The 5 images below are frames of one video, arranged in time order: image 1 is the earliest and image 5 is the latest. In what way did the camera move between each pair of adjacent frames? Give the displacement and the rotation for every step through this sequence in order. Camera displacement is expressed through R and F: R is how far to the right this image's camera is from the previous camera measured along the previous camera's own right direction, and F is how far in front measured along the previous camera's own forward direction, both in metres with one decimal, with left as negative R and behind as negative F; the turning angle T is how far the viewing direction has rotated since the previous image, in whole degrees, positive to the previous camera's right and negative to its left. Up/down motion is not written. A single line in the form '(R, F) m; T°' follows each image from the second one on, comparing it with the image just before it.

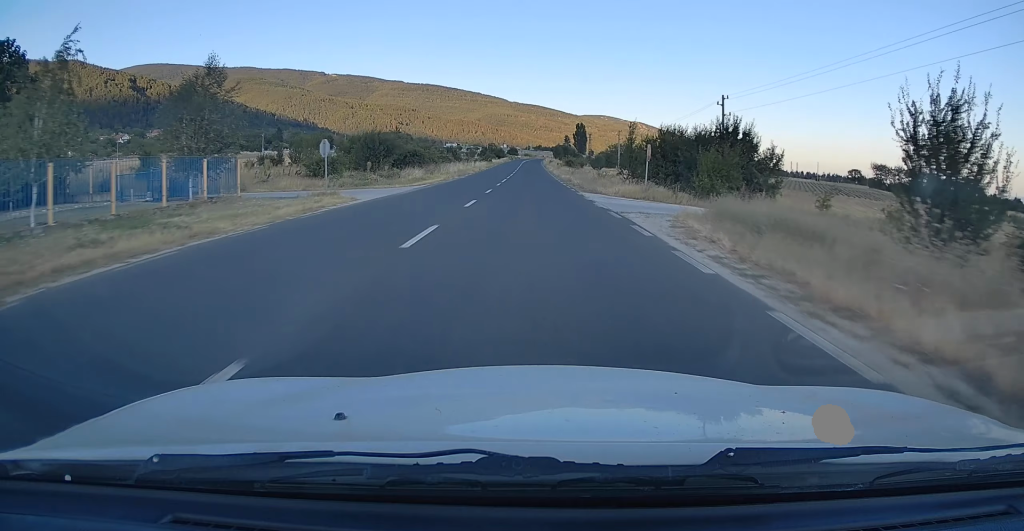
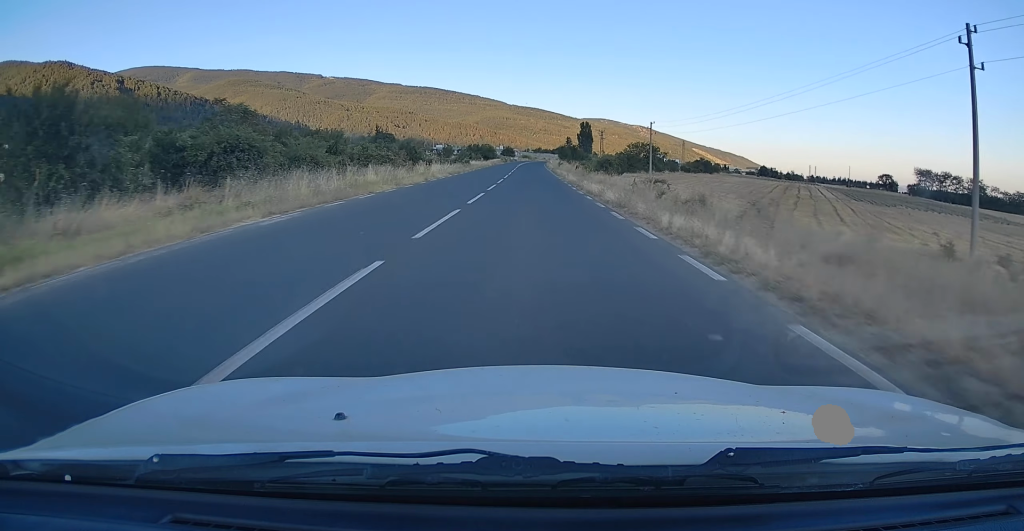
(-0.4, +40.6) m; 0°
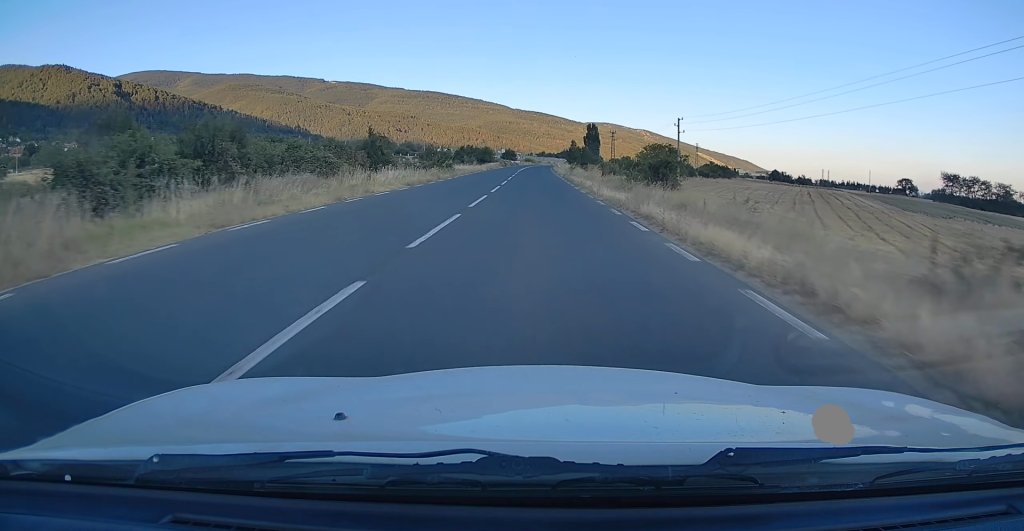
(+0.3, +18.2) m; 0°
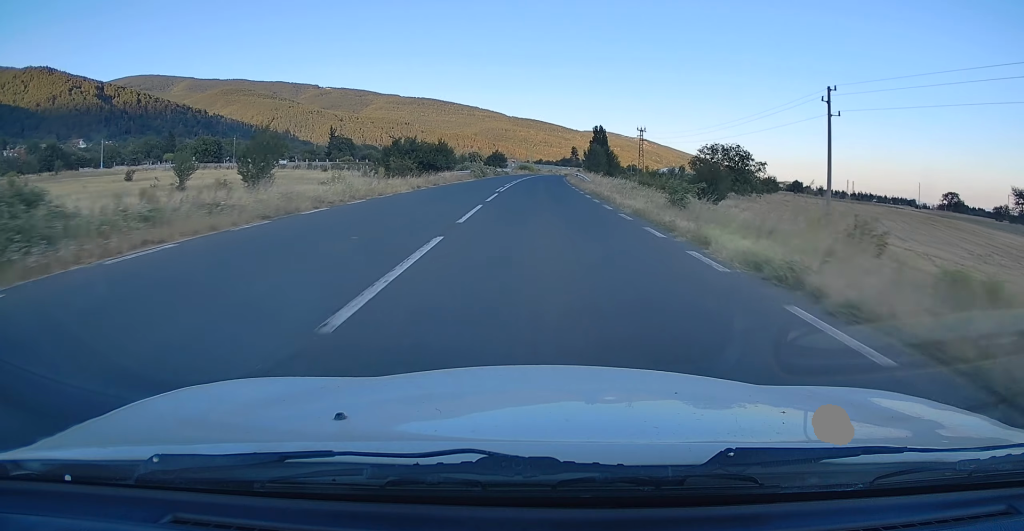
(-0.9, +49.0) m; -1°
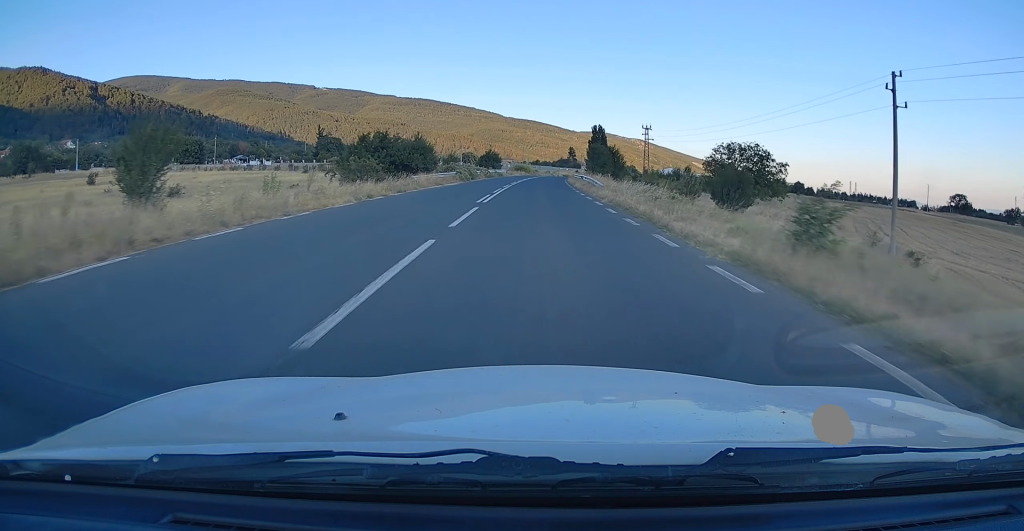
(0.0, +9.2) m; 0°
